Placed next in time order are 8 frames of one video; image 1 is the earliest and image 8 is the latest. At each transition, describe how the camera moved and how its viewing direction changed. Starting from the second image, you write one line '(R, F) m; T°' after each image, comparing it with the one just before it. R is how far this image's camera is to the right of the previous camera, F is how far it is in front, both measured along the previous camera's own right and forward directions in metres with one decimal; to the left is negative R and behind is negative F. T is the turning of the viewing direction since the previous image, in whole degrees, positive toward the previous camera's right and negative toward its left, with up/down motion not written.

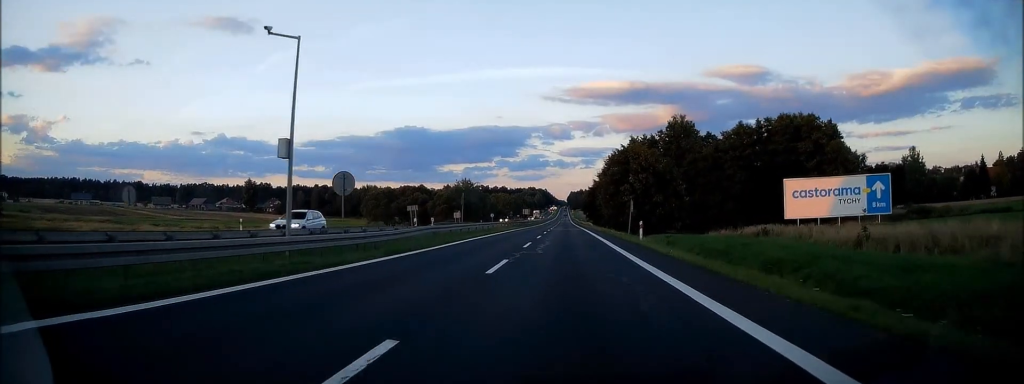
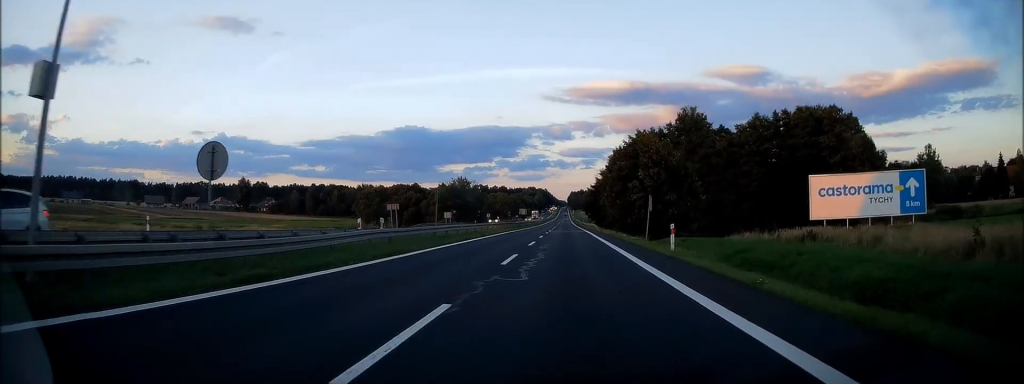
(+0.1, +8.9) m; +1°
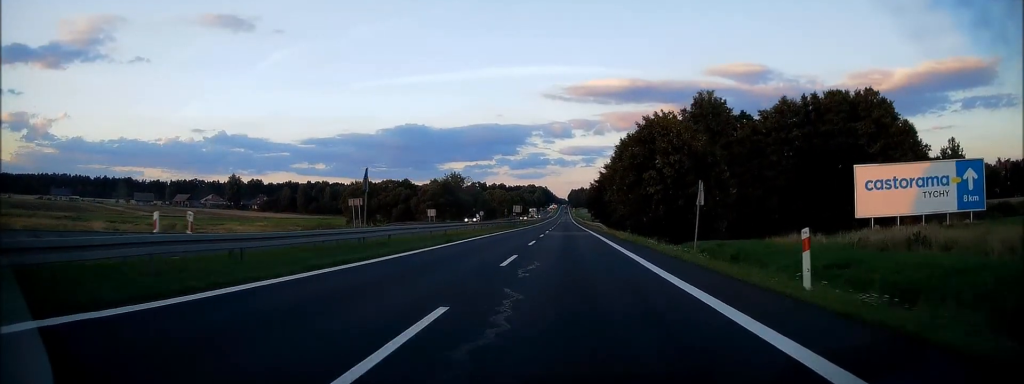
(+0.1, +12.4) m; 0°
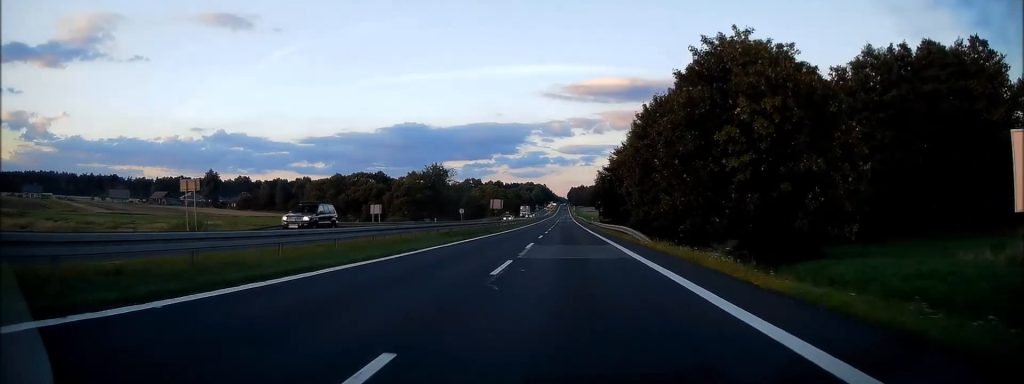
(-0.2, +26.0) m; -1°
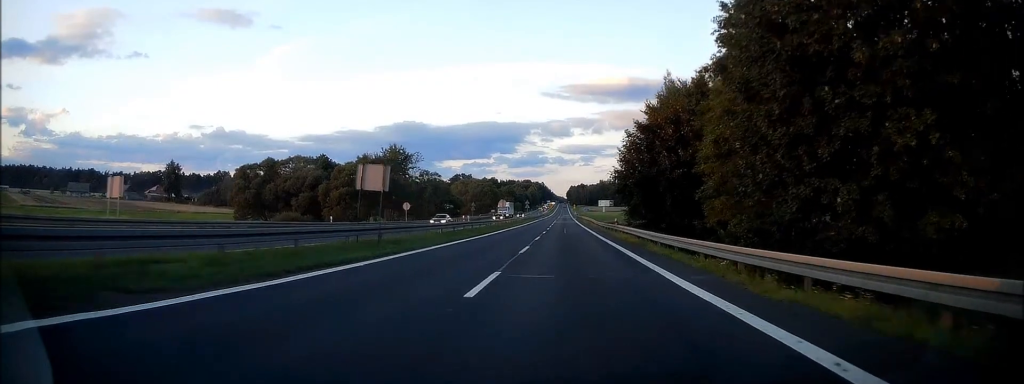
(-0.1, +38.7) m; 0°
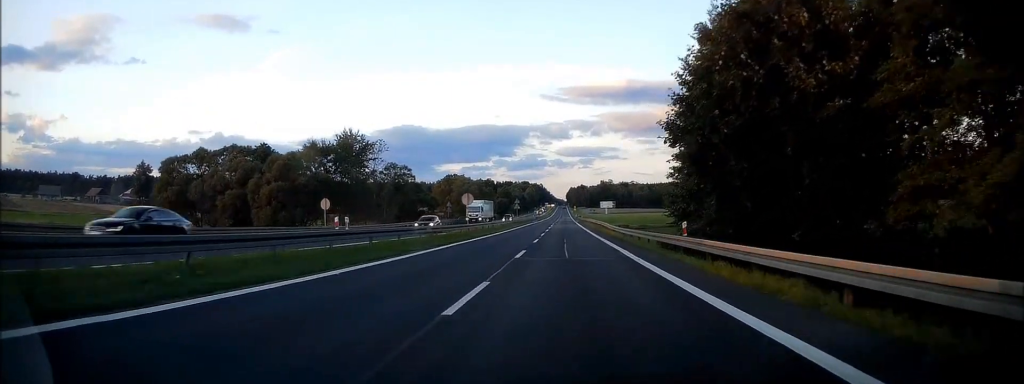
(0.0, +25.2) m; 0°
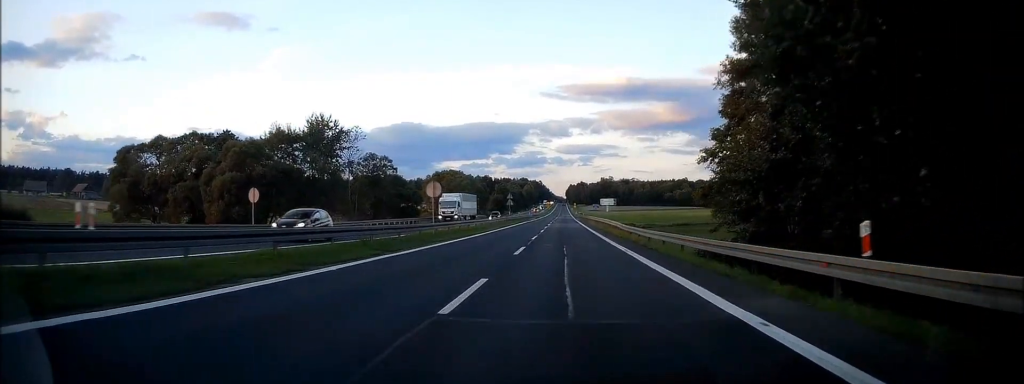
(+0.1, +11.7) m; 0°
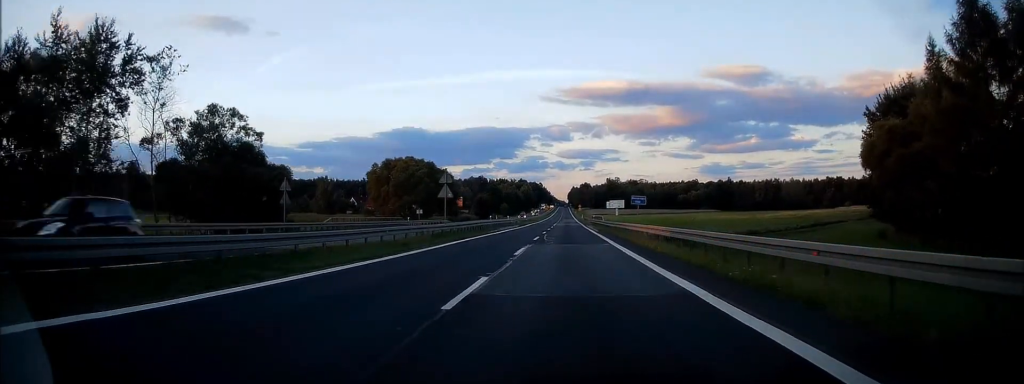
(-0.1, +46.2) m; 0°
